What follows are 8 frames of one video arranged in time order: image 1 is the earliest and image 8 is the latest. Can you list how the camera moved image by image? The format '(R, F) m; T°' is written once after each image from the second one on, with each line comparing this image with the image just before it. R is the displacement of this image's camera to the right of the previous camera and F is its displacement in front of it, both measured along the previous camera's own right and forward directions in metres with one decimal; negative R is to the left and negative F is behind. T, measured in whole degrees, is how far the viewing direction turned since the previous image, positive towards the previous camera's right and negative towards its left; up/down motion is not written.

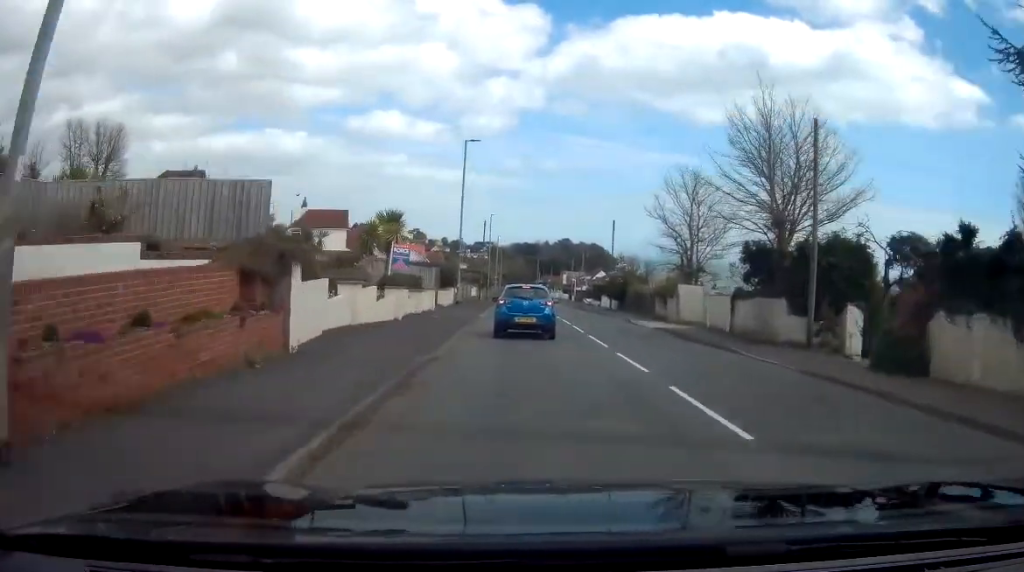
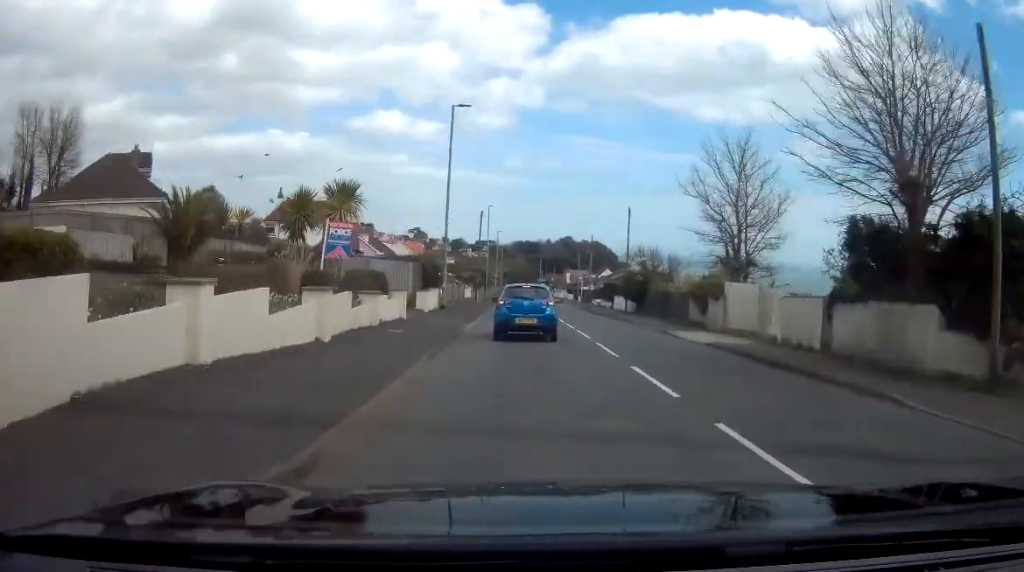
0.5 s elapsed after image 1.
(0.0, +8.6) m; 0°
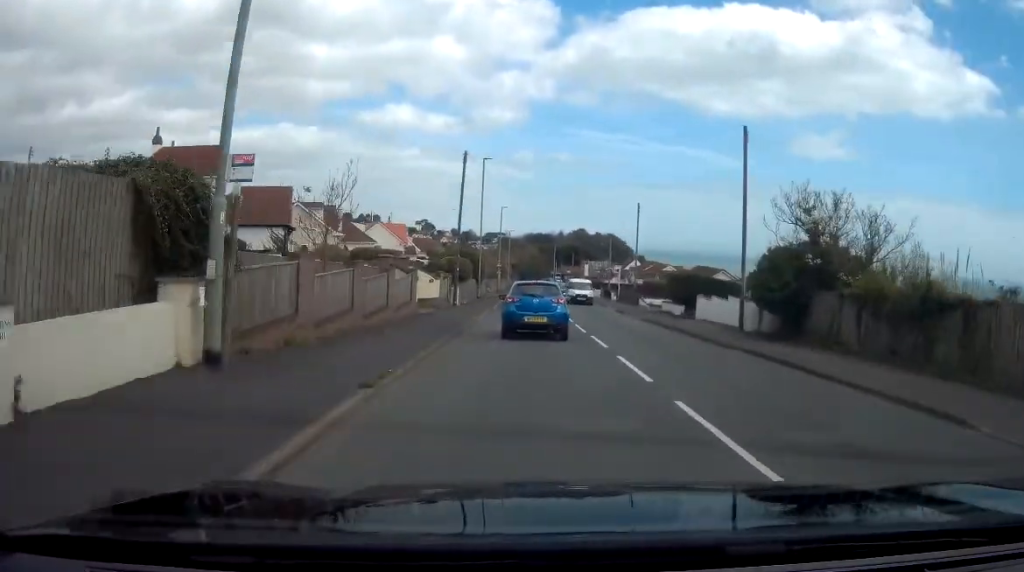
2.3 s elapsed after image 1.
(-0.8, +29.0) m; -4°
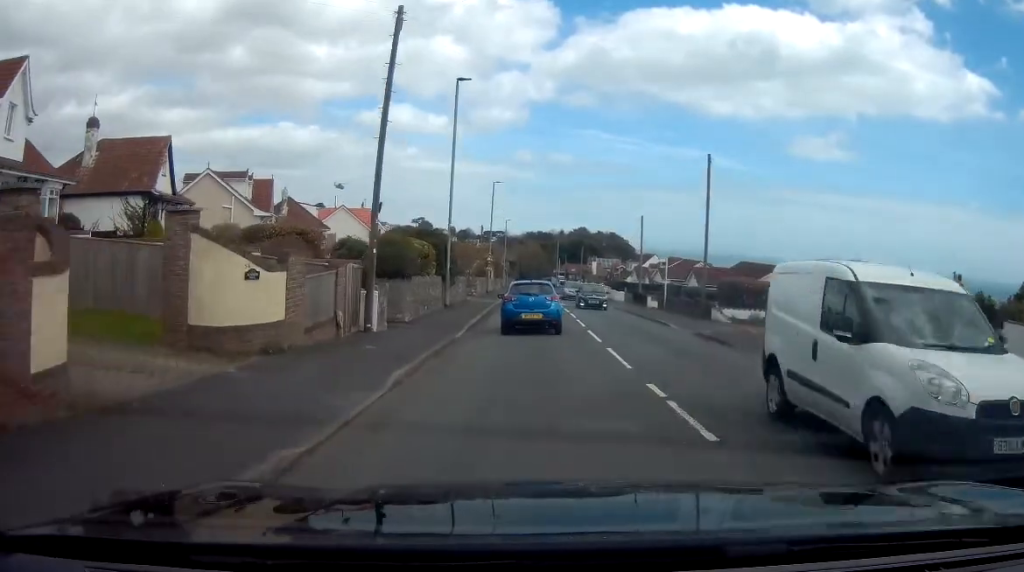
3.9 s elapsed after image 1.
(+0.4, +24.8) m; +3°
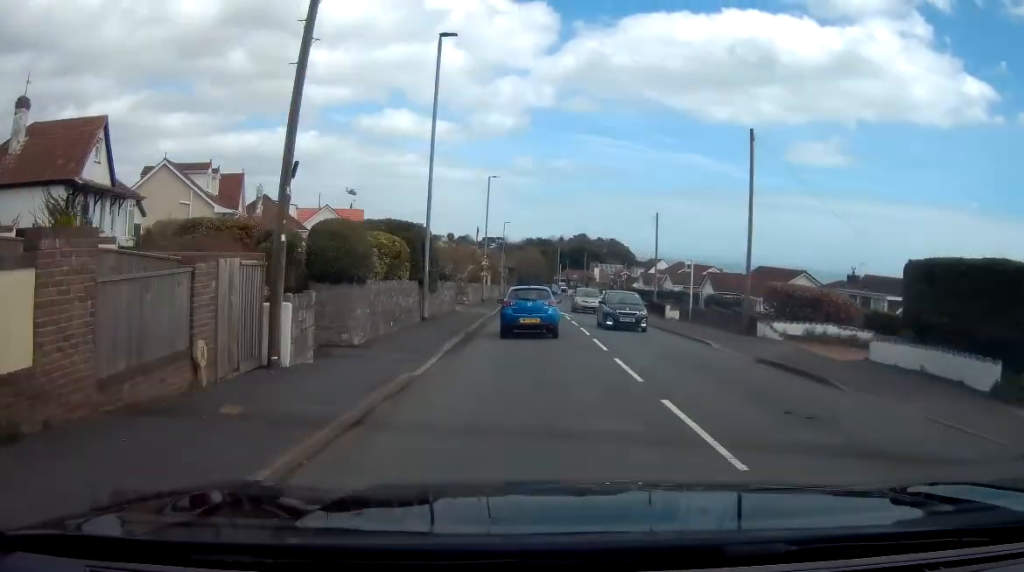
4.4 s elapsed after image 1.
(+0.2, +7.8) m; +1°
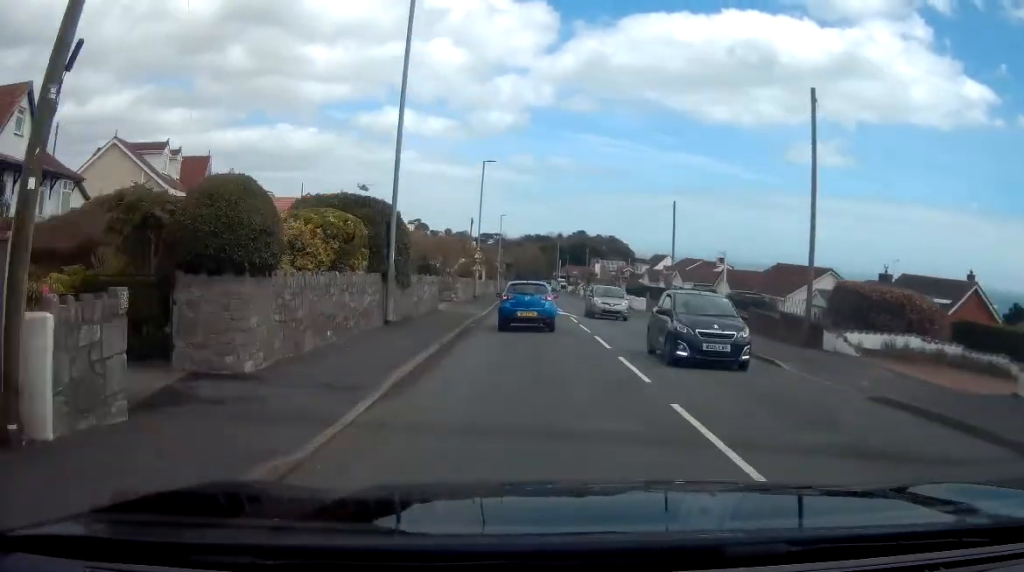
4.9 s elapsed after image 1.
(-0.1, +6.8) m; 0°
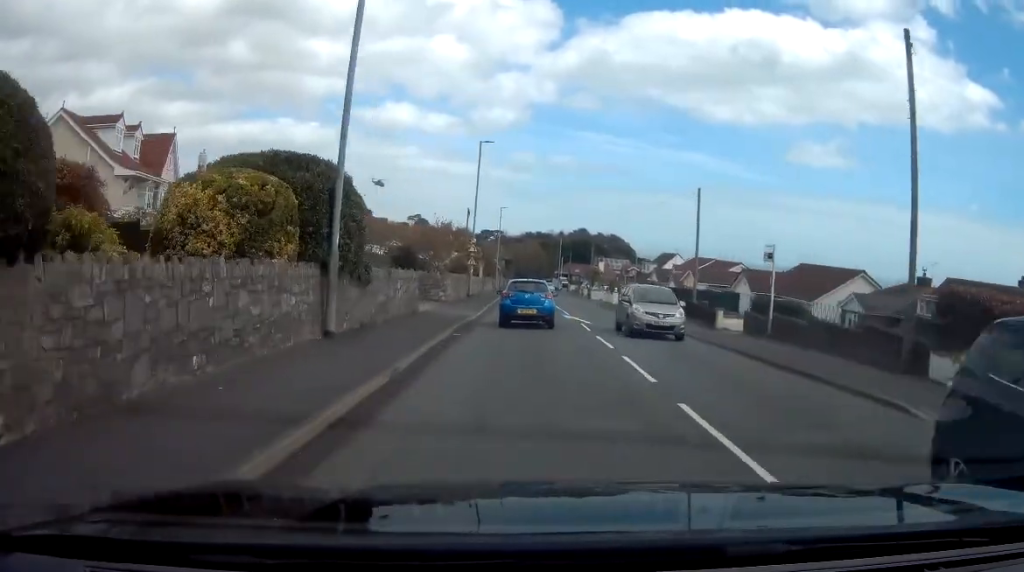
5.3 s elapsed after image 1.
(0.0, +6.3) m; 0°
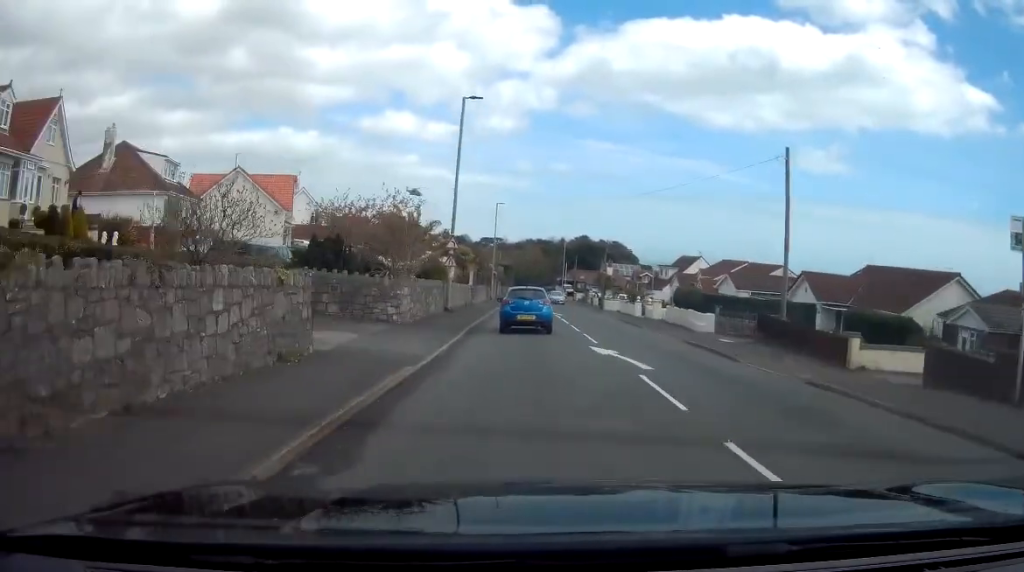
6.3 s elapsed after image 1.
(0.0, +13.2) m; -1°
